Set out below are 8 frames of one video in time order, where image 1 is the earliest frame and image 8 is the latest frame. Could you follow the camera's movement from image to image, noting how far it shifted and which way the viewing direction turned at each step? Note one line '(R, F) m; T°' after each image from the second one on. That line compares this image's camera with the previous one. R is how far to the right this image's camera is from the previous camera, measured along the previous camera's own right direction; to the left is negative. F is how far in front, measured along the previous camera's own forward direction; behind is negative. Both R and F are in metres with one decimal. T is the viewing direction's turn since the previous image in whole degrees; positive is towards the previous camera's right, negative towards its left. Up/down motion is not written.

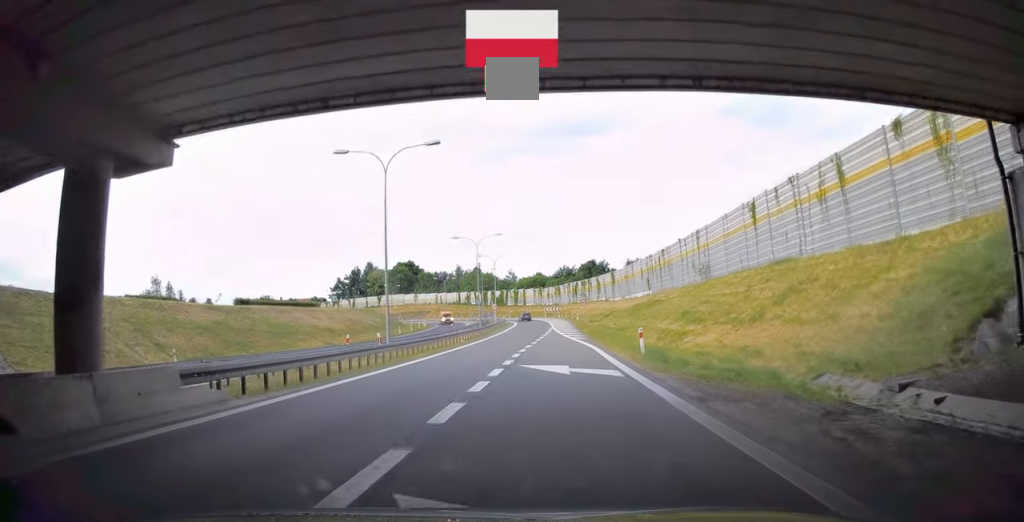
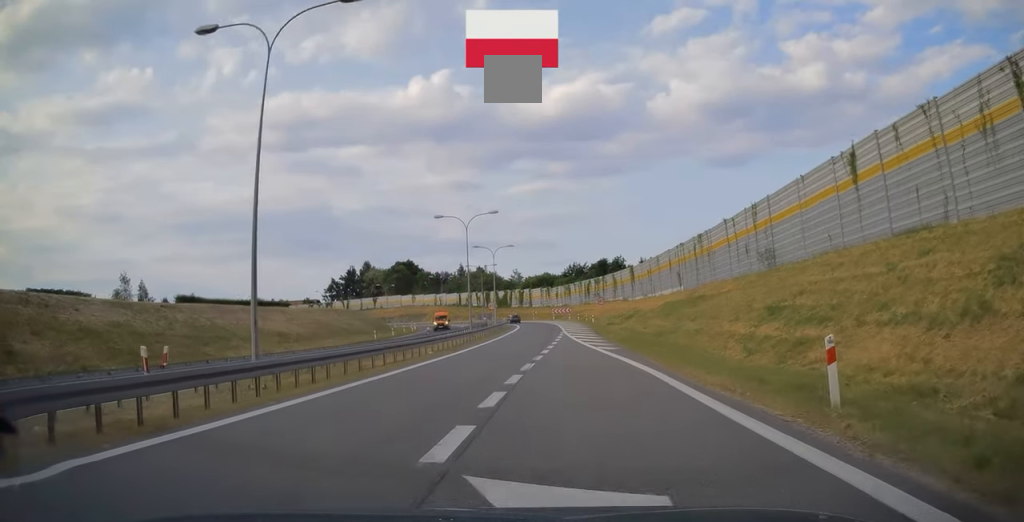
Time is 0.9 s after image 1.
(+0.1, +14.7) m; 0°
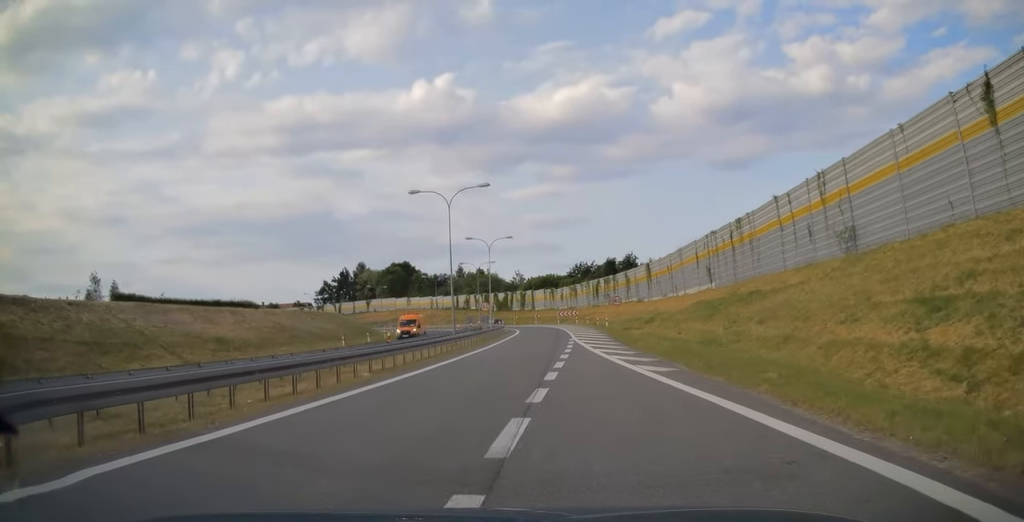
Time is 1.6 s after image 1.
(+0.1, +11.5) m; -1°
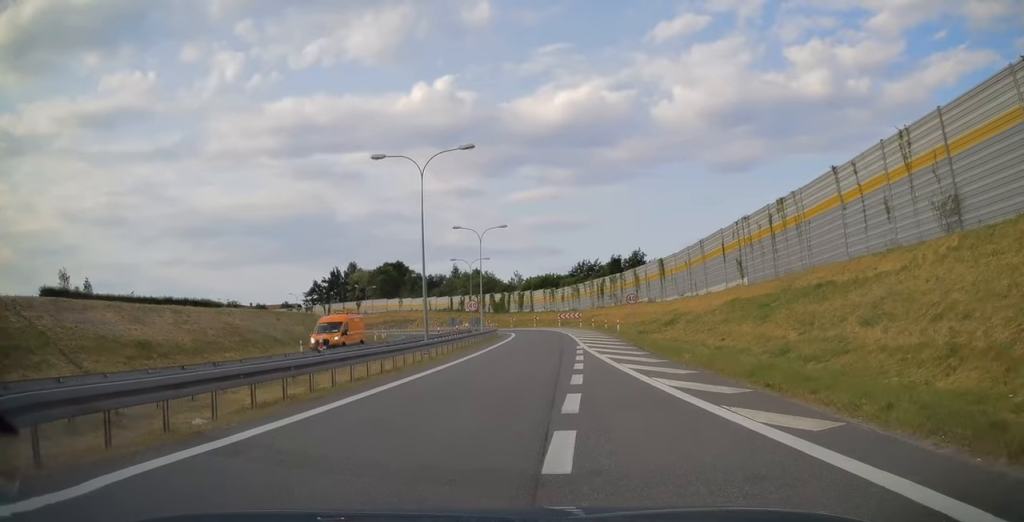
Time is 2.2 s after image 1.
(-0.3, +9.3) m; -1°
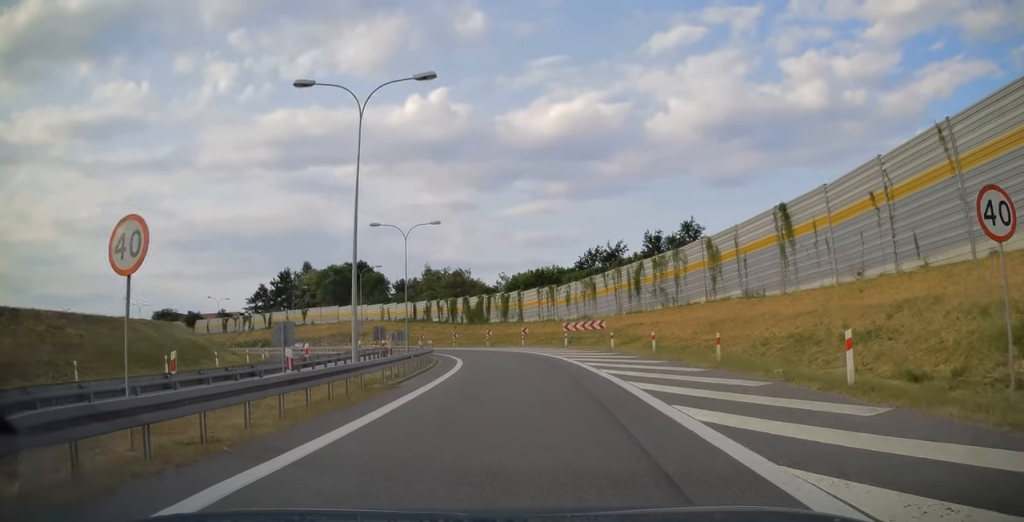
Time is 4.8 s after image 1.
(+0.4, +38.0) m; +1°
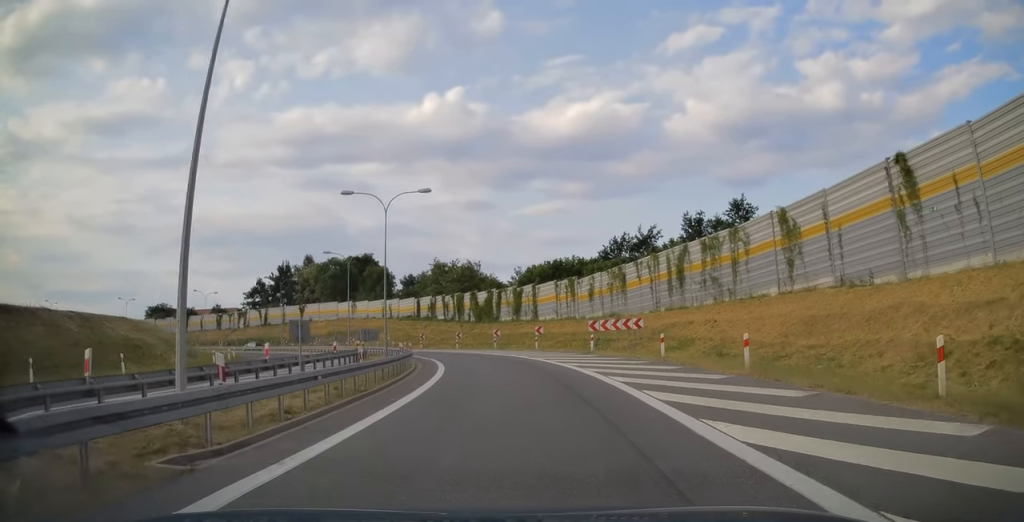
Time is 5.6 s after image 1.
(0.0, +10.7) m; -1°
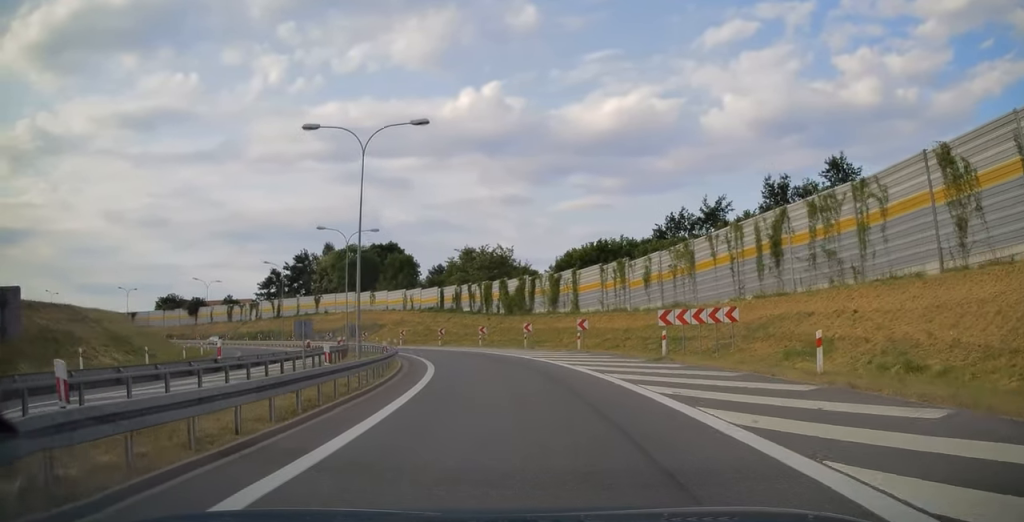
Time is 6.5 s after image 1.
(-0.1, +11.4) m; -1°
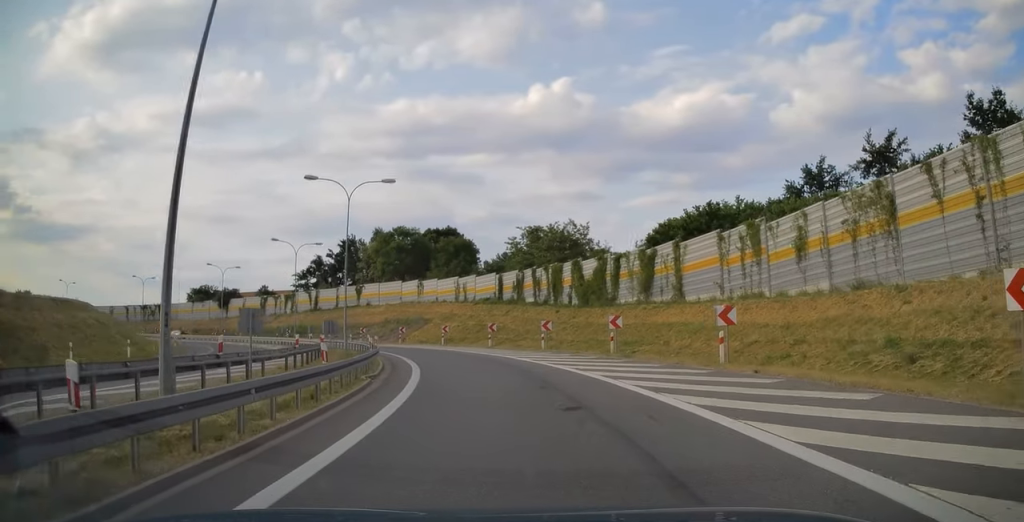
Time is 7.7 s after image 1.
(-0.6, +16.3) m; -6°
